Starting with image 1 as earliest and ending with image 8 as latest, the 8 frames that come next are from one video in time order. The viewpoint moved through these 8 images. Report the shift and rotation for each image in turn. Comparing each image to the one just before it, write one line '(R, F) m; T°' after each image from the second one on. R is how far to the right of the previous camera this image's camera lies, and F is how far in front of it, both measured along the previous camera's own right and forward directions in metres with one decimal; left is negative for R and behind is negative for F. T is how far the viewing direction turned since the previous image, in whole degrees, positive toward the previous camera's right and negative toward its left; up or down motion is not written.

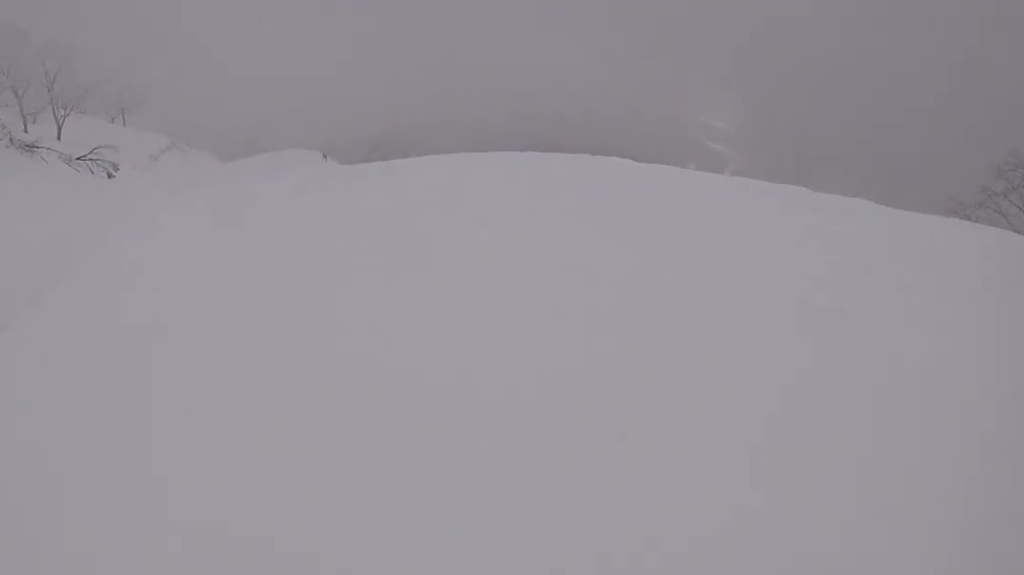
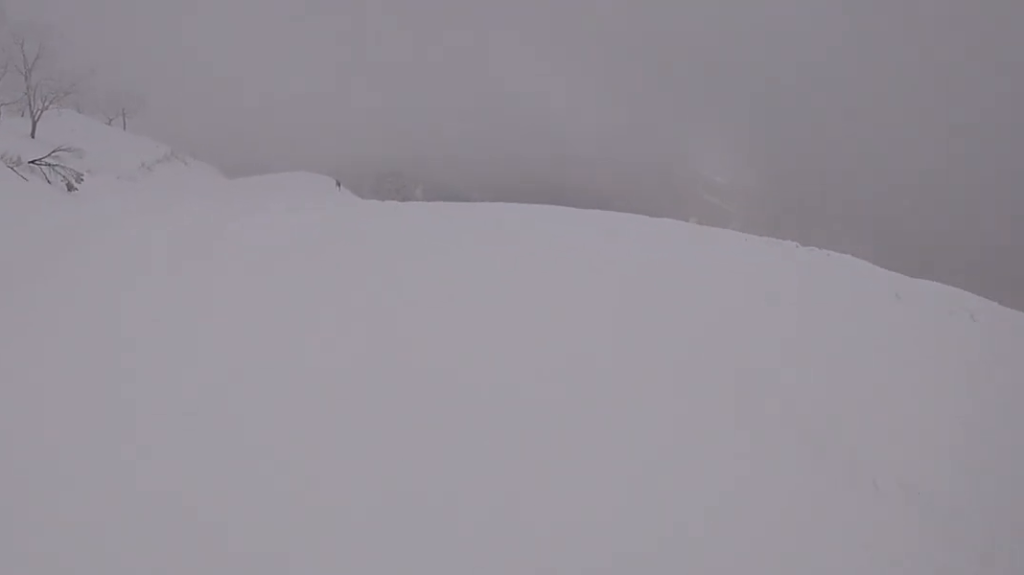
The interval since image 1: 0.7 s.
(-0.9, +7.0) m; -6°
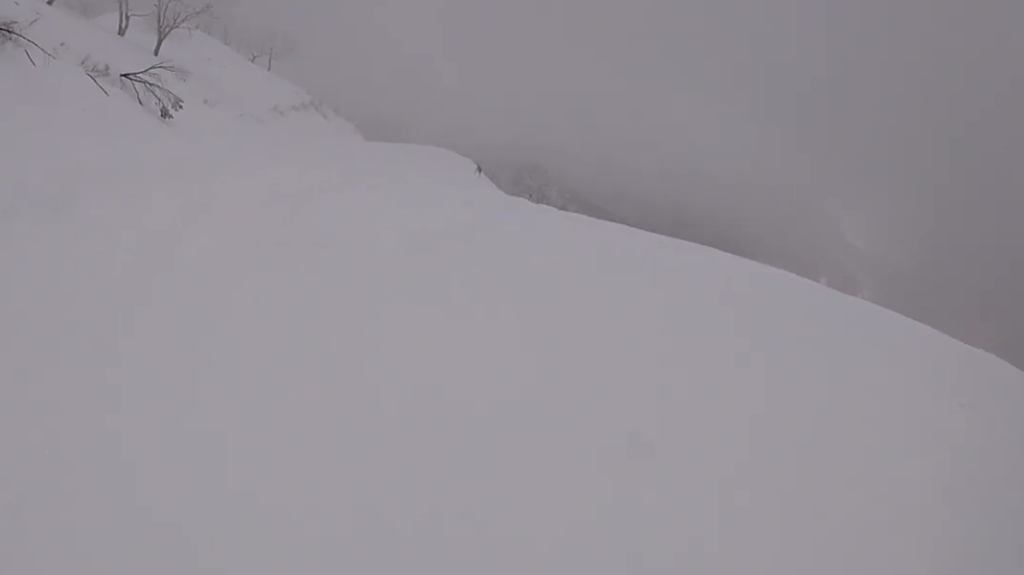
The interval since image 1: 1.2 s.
(-0.3, +4.8) m; -1°
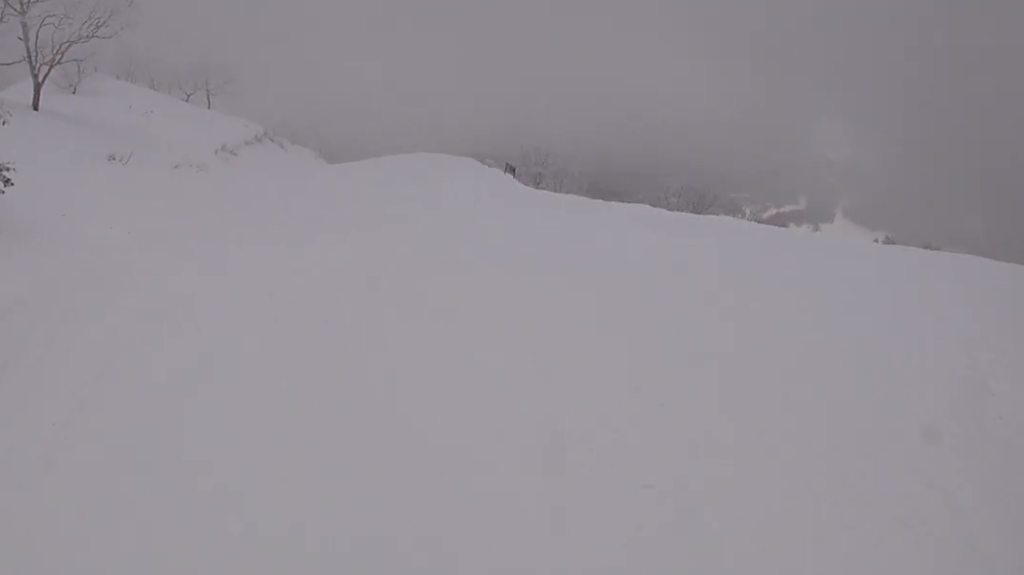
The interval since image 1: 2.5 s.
(+0.9, +11.4) m; +11°
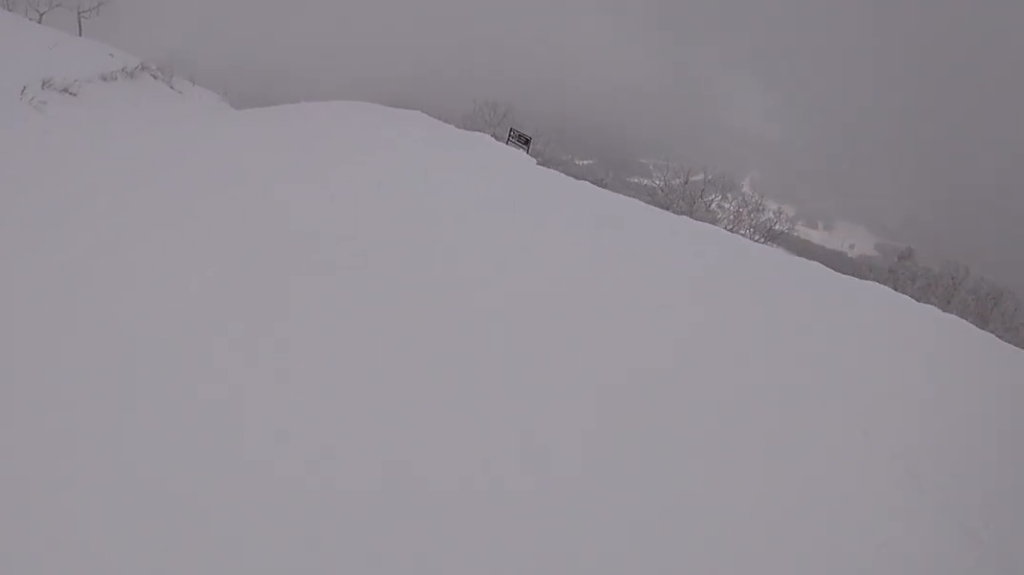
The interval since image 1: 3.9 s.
(+1.2, +13.4) m; -2°
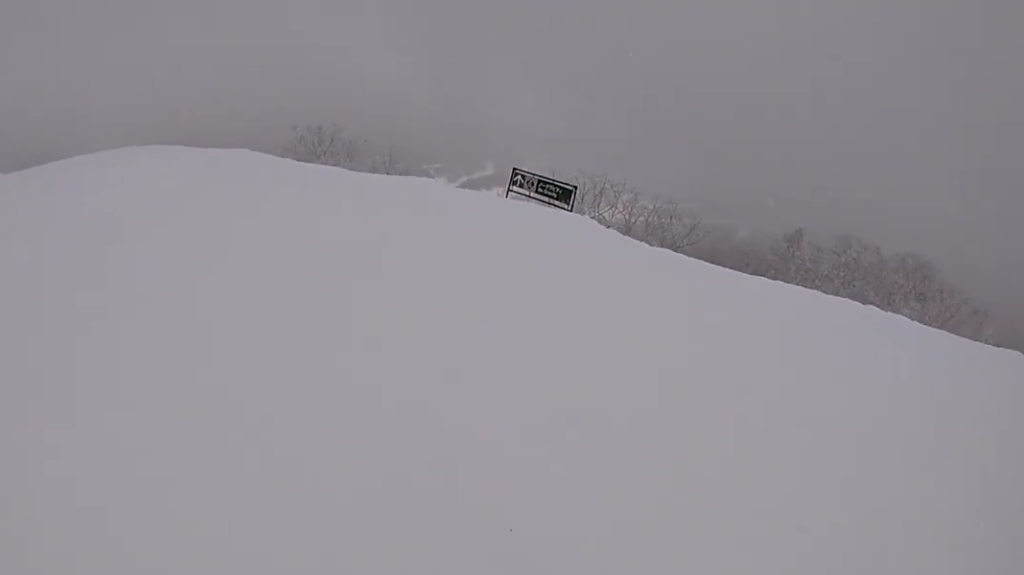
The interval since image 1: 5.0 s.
(-1.2, +10.0) m; -1°
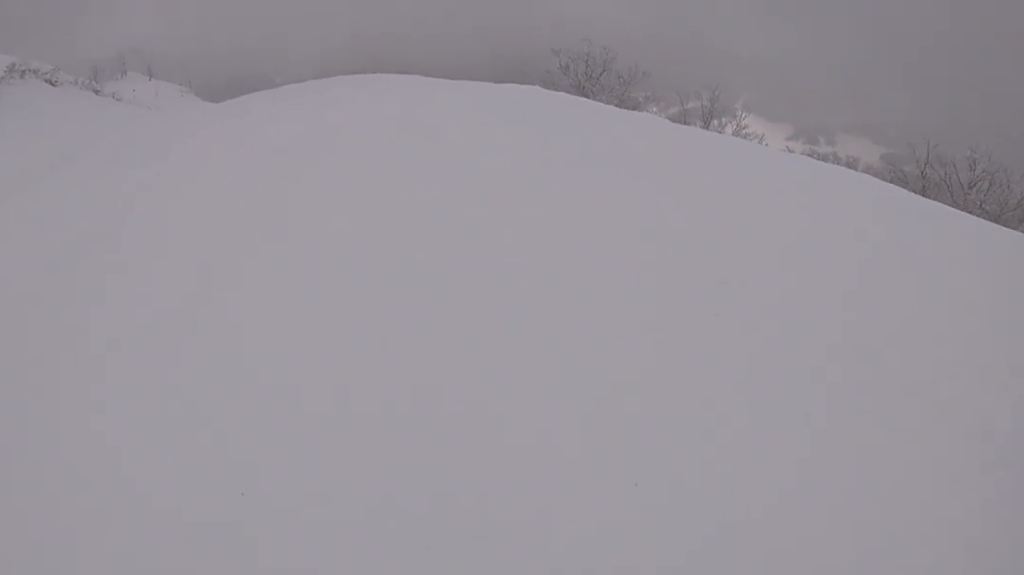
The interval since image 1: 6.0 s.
(+1.1, +9.0) m; +7°
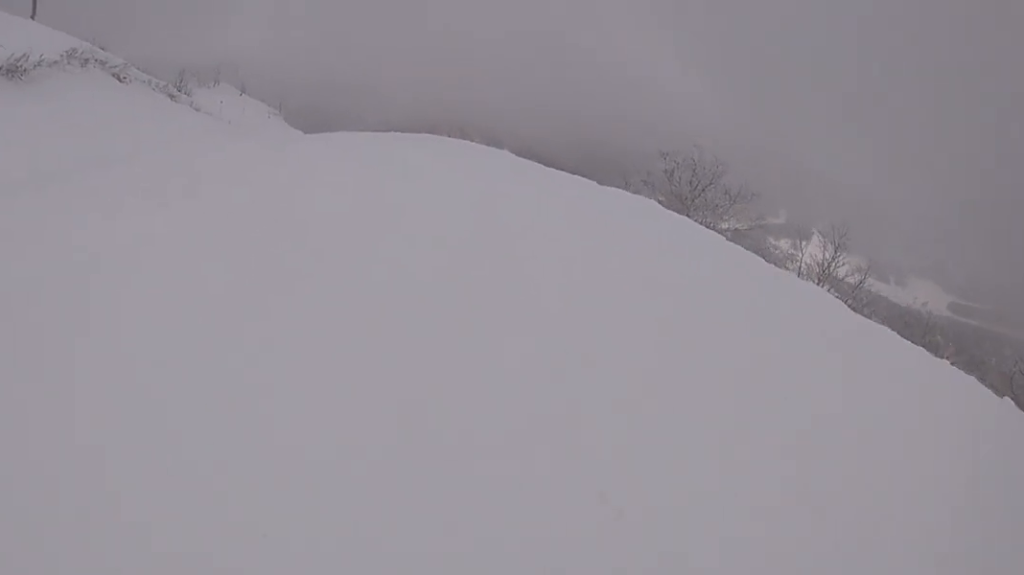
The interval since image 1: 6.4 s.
(0.0, +3.4) m; -3°
